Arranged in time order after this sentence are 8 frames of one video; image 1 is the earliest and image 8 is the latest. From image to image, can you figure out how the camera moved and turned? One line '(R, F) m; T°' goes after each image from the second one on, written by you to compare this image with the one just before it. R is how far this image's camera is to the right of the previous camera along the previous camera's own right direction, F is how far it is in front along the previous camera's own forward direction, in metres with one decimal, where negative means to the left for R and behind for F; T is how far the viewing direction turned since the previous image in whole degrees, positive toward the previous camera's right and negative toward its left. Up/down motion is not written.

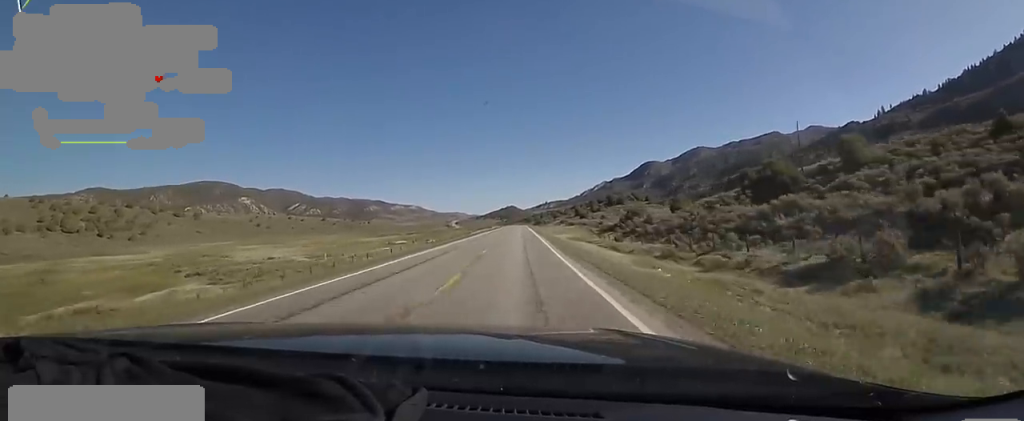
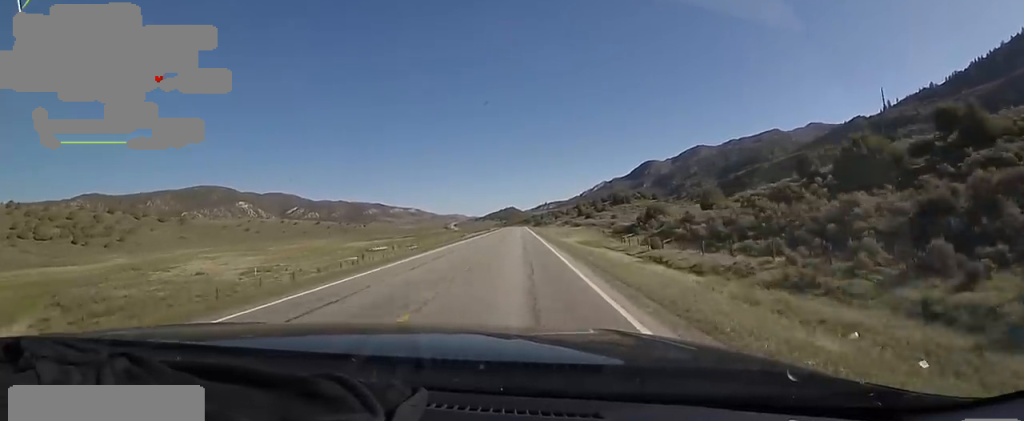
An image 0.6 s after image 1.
(0.0, +17.7) m; 0°
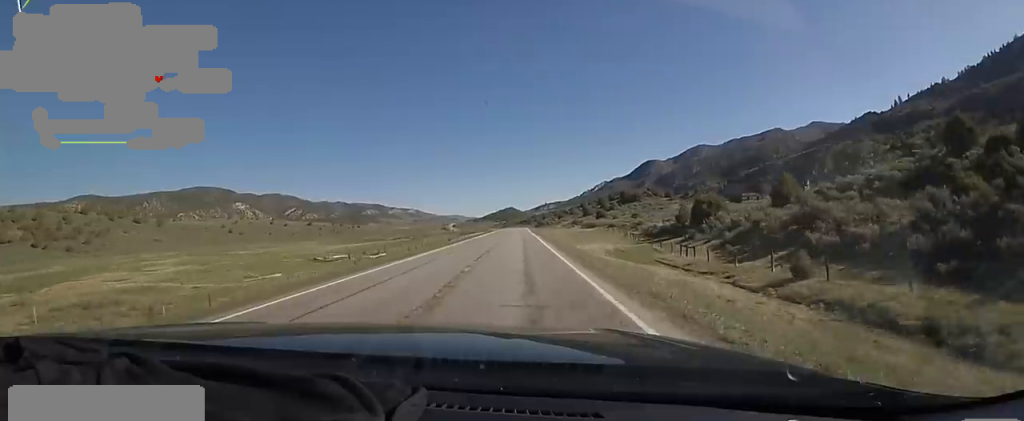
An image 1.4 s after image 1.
(0.0, +24.8) m; 0°
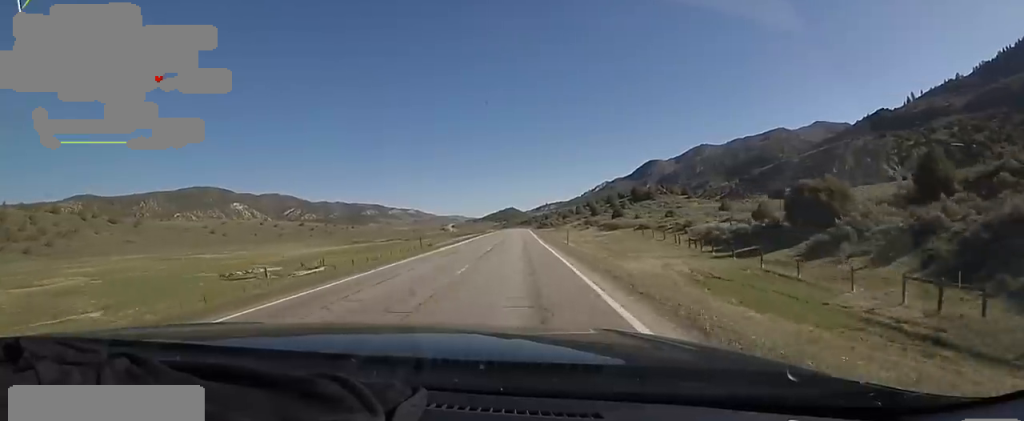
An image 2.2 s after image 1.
(0.0, +24.7) m; 0°
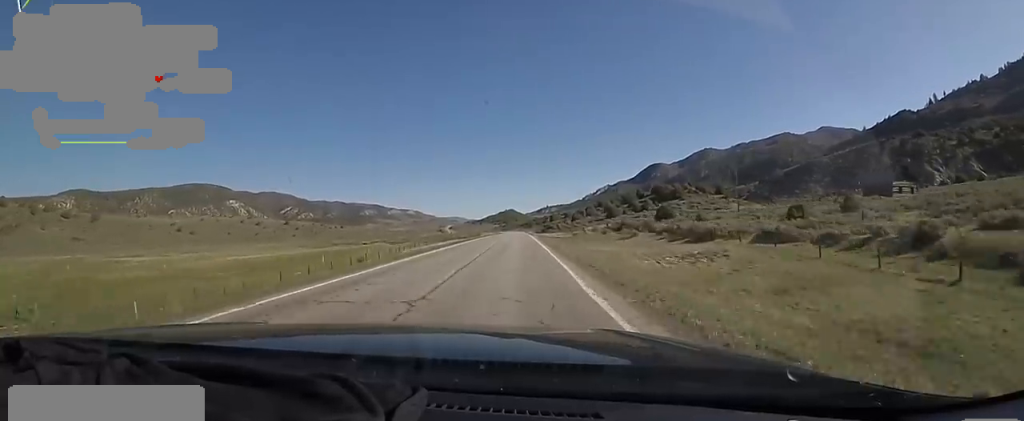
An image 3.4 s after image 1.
(0.0, +38.8) m; +2°
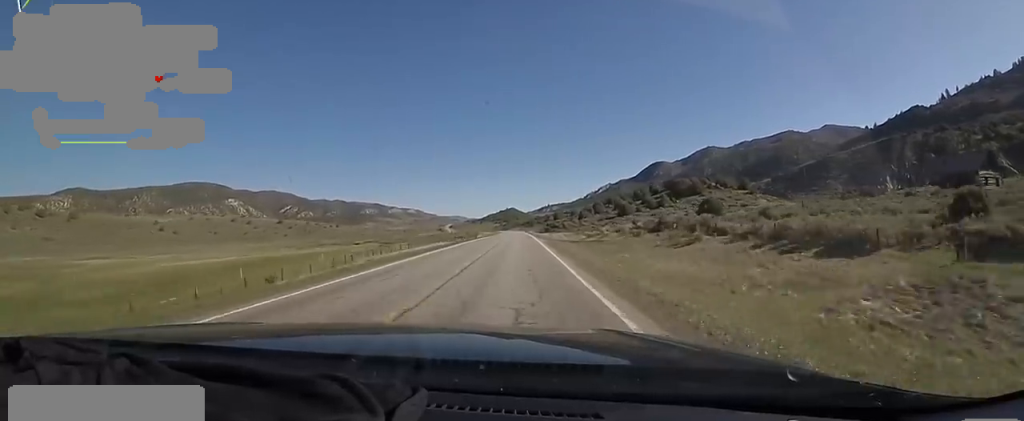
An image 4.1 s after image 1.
(+0.7, +19.1) m; 0°
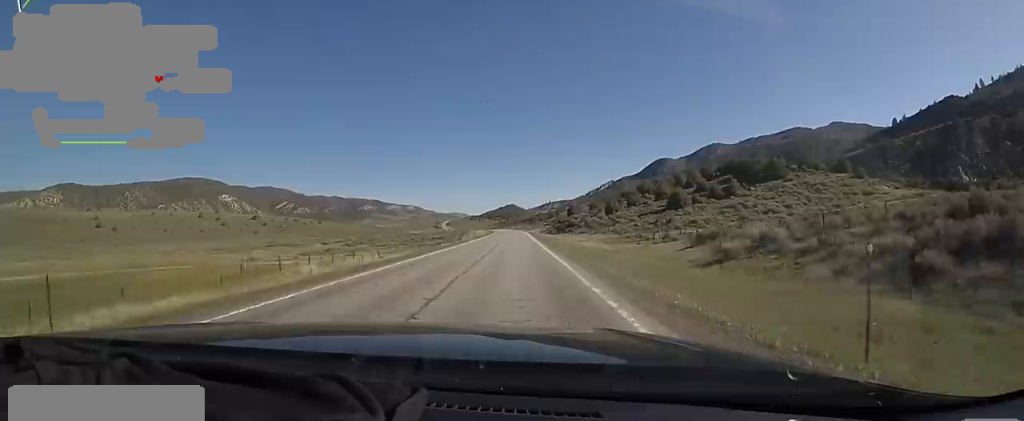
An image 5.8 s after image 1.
(-1.3, +53.1) m; -2°
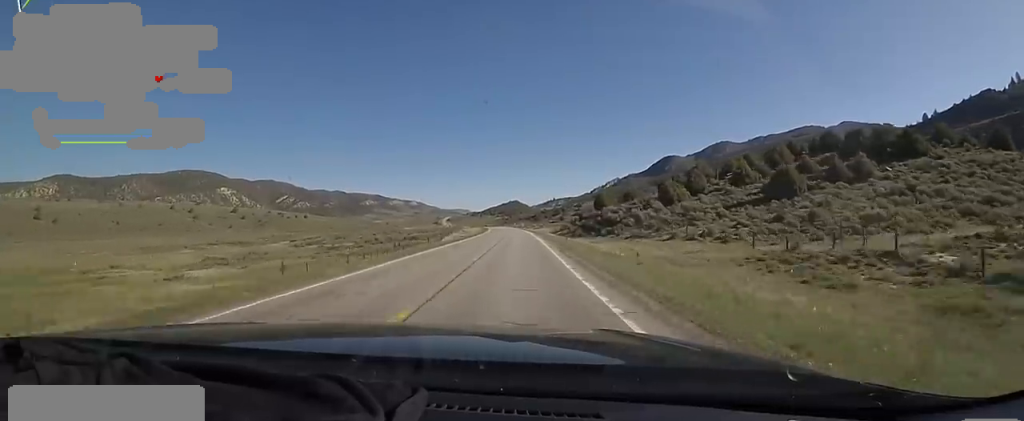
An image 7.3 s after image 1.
(+0.1, +43.8) m; 0°
